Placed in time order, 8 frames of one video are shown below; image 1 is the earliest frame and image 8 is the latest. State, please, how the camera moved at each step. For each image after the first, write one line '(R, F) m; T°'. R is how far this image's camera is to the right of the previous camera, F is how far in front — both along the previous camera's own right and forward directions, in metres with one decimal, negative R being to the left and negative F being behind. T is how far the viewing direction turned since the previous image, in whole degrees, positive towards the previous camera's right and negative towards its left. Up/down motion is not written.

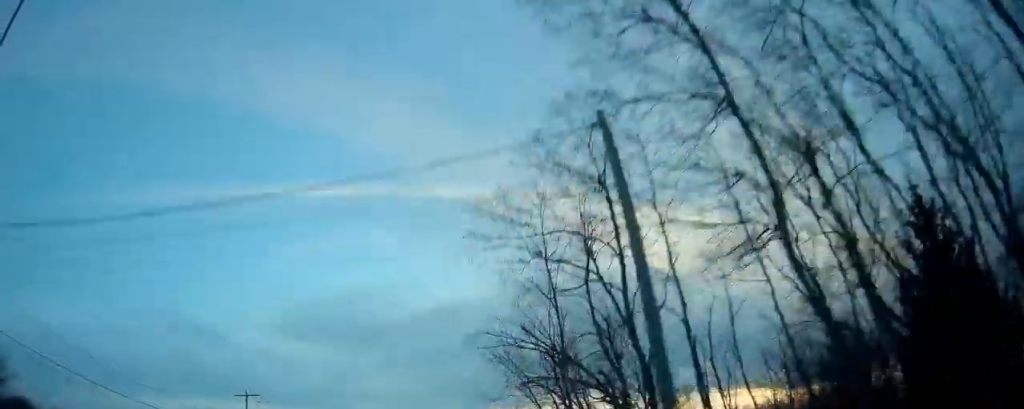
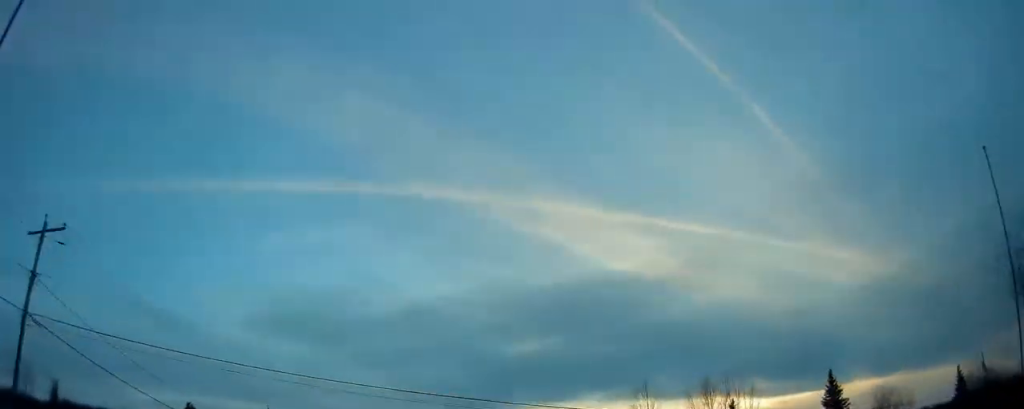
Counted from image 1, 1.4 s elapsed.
(+0.8, +30.3) m; +2°
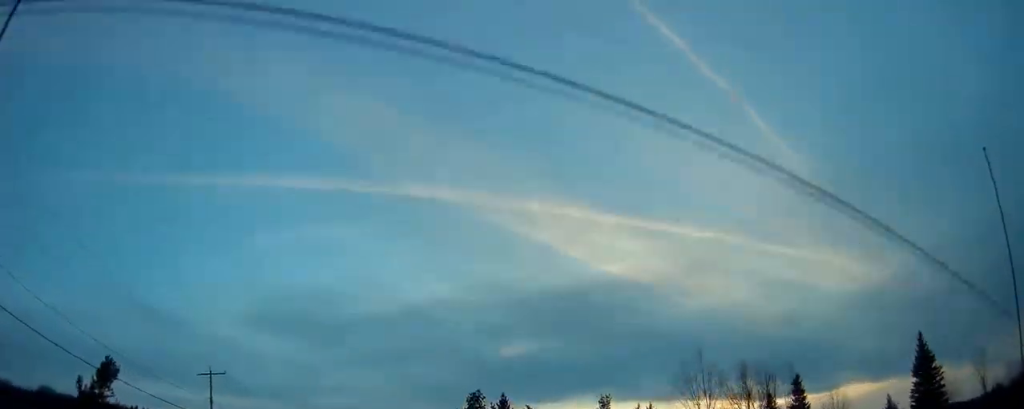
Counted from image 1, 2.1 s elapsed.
(0.0, +16.1) m; +1°
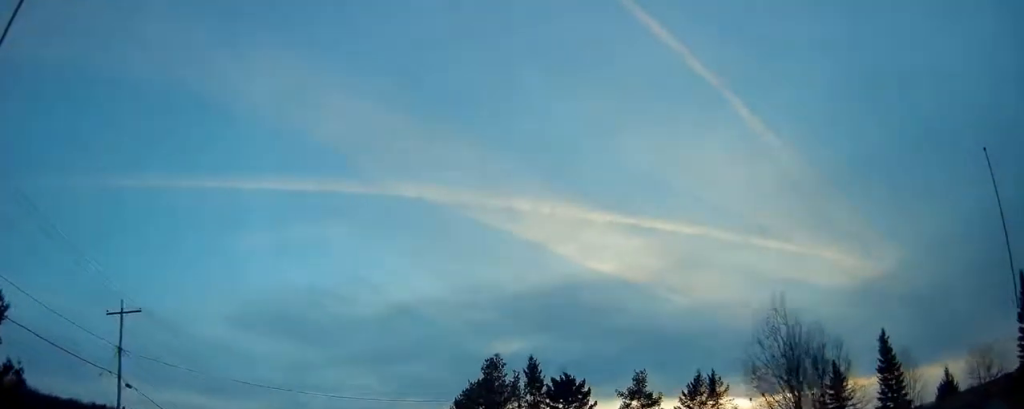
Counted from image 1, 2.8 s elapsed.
(0.0, +14.7) m; +1°
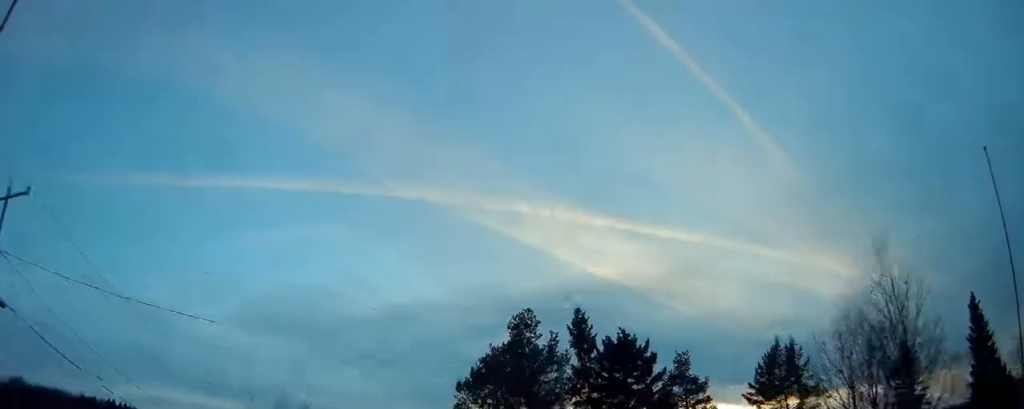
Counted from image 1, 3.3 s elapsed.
(+0.1, +11.9) m; 0°
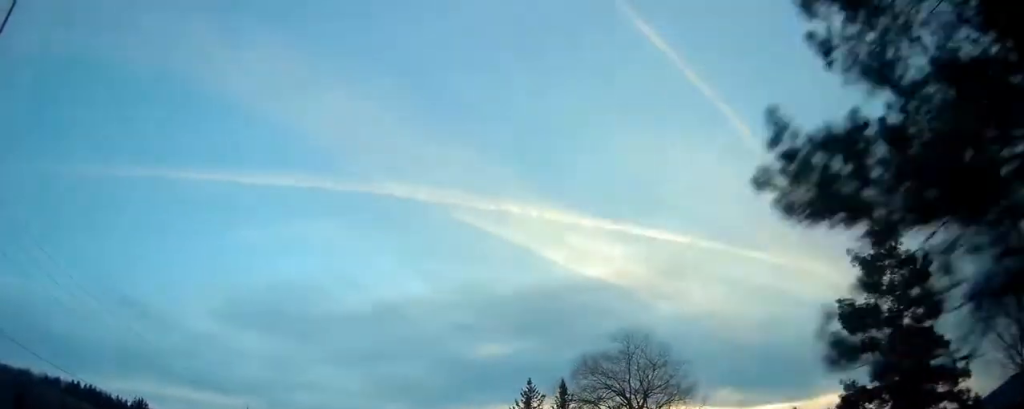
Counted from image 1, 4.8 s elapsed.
(0.0, +32.2) m; +1°
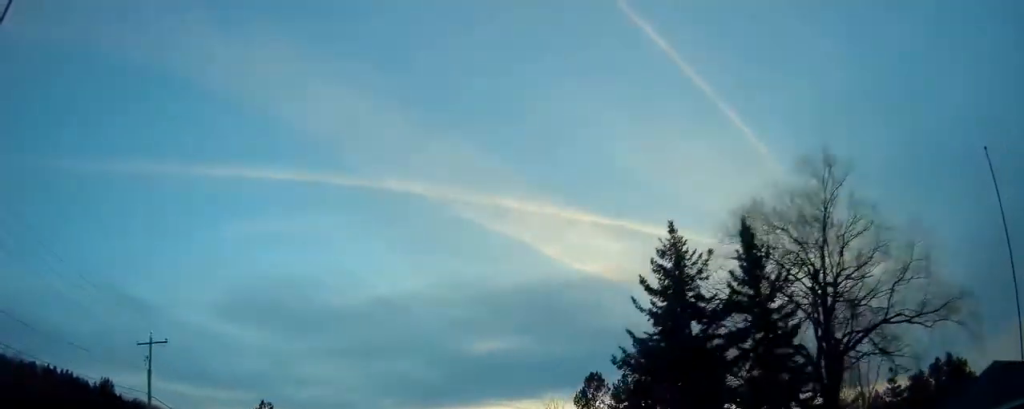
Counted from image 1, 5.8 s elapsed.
(+0.7, +24.2) m; +2°
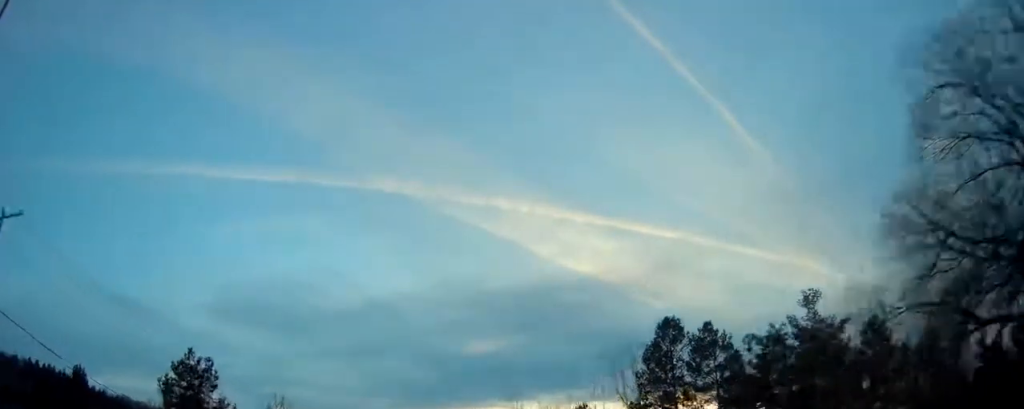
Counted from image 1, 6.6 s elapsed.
(-0.1, +17.6) m; 0°
